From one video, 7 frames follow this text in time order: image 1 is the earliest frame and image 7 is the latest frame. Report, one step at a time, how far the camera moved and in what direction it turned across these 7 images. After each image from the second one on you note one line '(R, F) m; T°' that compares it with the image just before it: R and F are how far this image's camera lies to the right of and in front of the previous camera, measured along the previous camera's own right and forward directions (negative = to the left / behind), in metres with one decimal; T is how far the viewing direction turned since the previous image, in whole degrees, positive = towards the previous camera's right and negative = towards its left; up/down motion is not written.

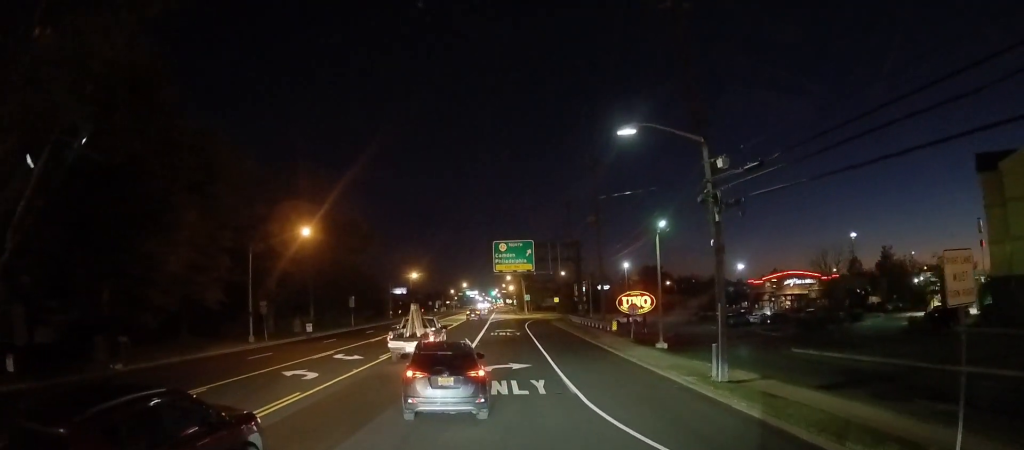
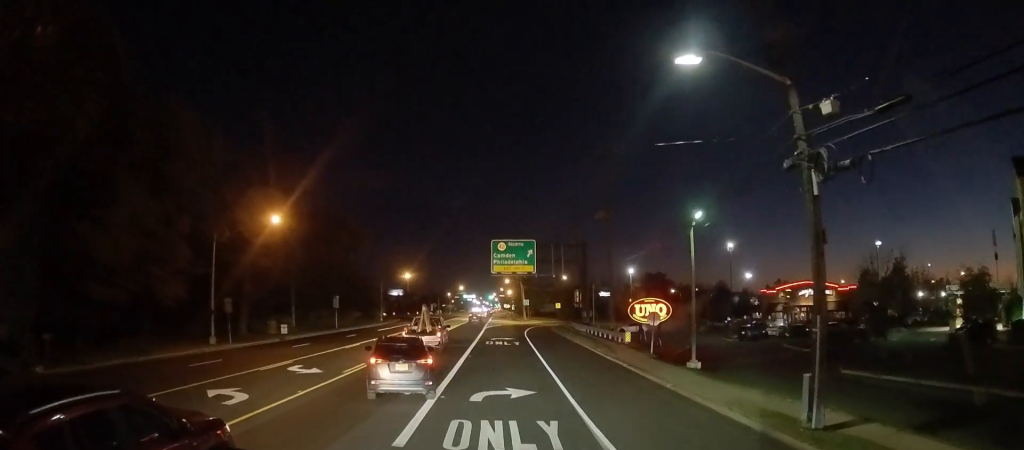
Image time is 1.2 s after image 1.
(-0.1, +4.8) m; -2°
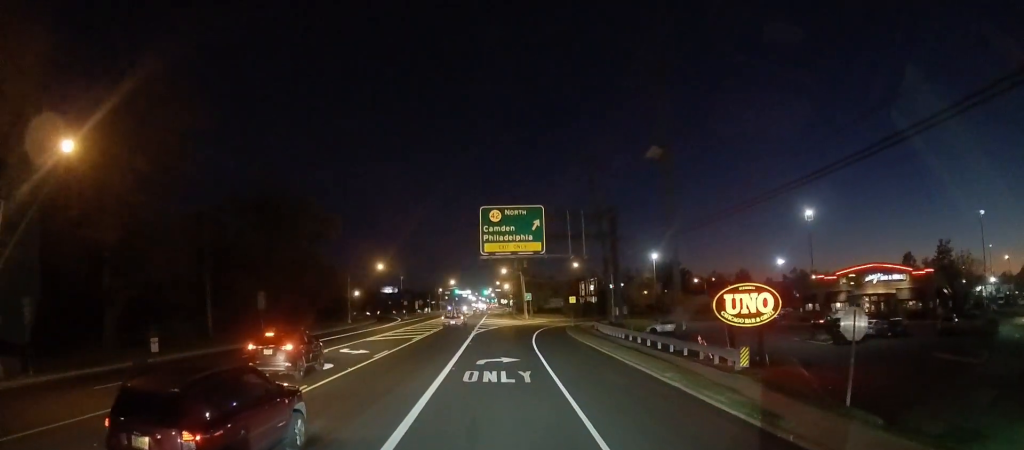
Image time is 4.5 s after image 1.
(-0.3, +18.9) m; -2°
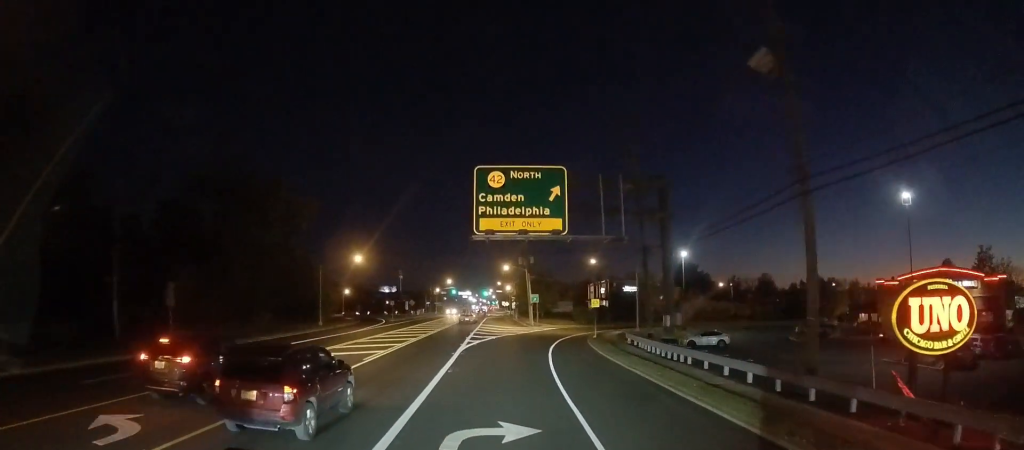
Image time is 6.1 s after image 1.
(-0.1, +12.9) m; +1°
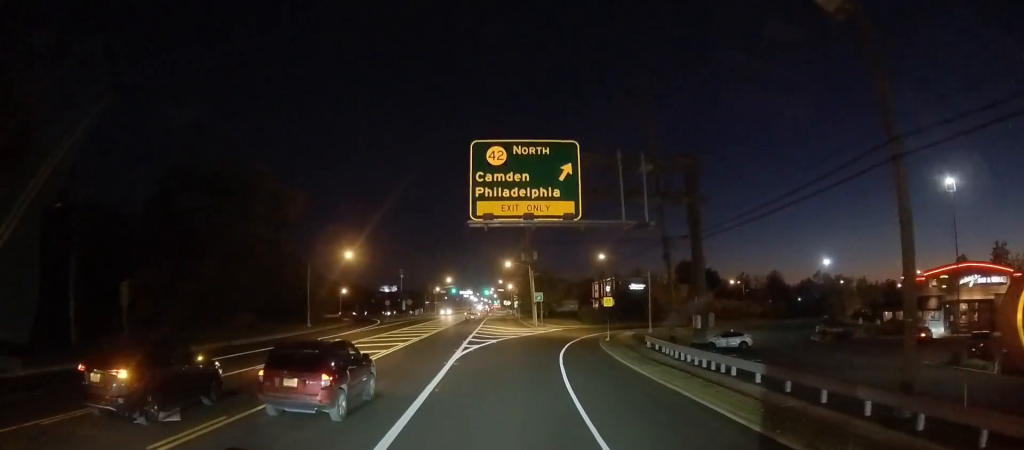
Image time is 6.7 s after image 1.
(+0.1, +4.7) m; +1°
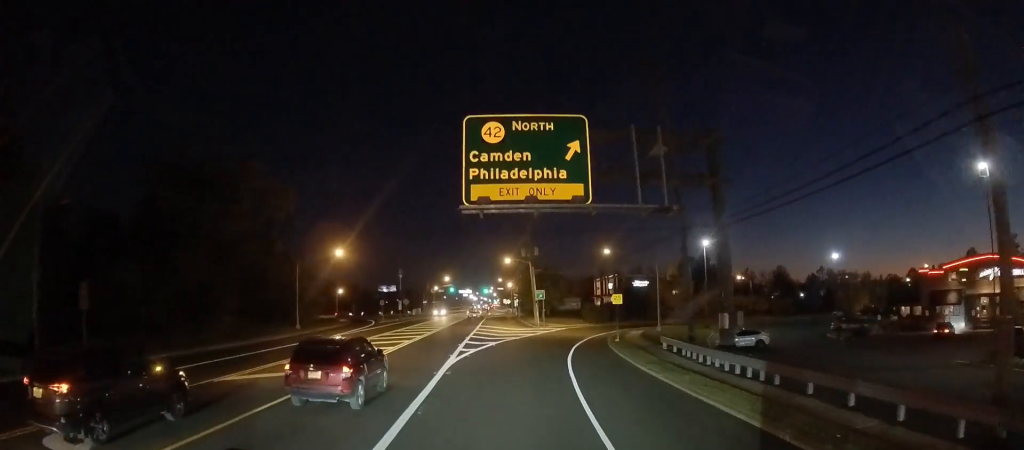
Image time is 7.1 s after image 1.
(+0.1, +3.3) m; 0°
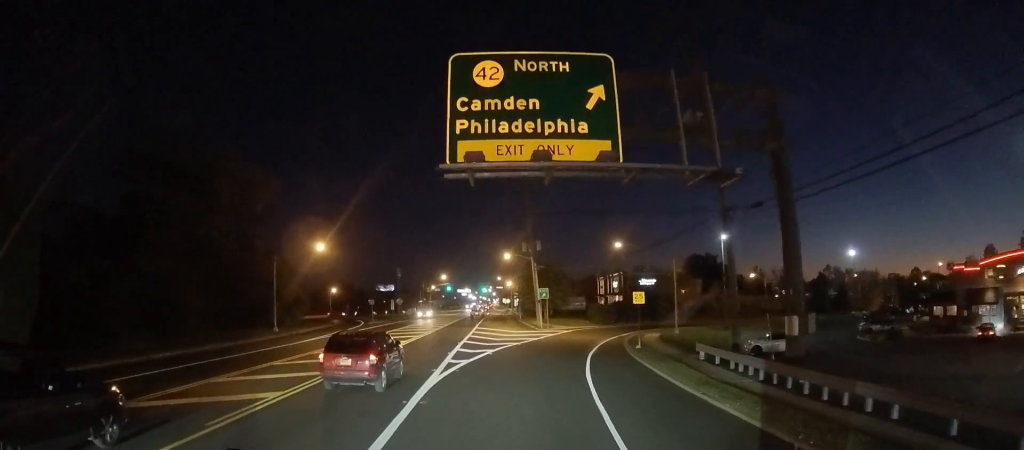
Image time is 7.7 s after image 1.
(0.0, +5.6) m; +1°
